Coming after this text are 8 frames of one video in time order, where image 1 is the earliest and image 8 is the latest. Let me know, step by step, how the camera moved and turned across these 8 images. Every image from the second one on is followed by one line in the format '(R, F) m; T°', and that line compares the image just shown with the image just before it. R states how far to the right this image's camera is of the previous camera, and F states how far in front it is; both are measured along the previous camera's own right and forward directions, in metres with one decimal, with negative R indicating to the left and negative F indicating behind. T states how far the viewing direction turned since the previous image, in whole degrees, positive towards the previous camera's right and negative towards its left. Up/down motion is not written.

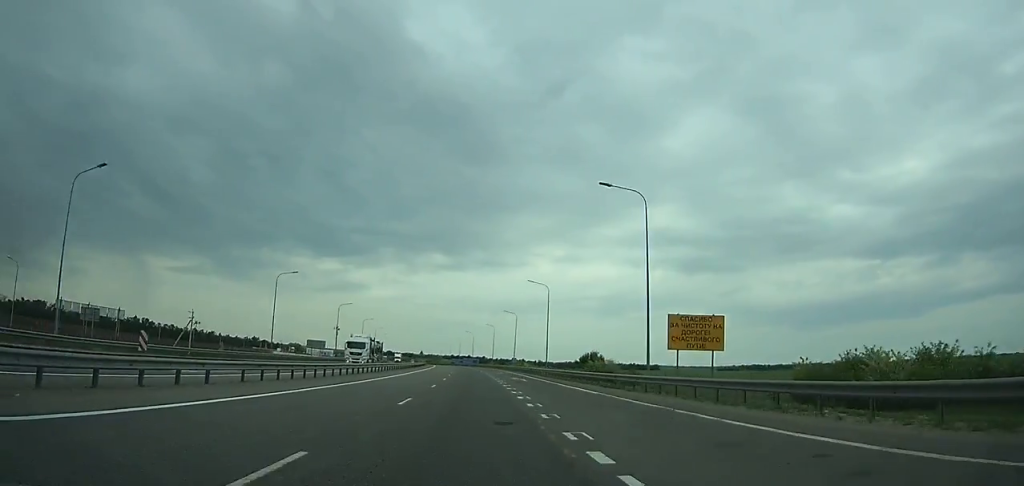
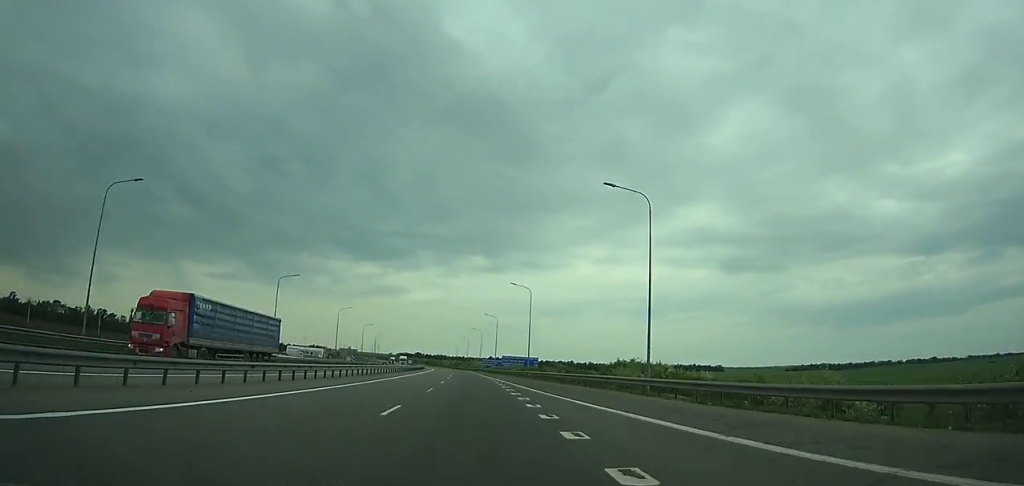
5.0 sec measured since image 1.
(-4.5, +124.0) m; -4°
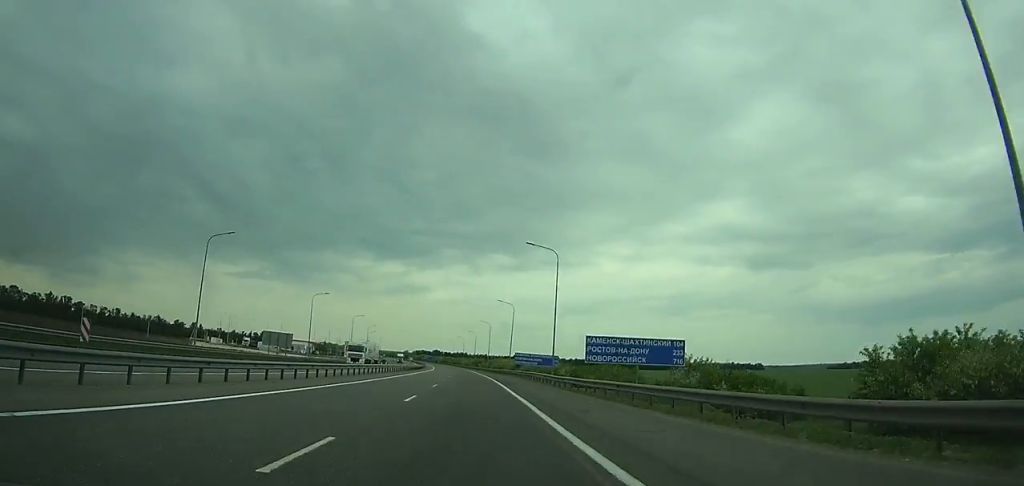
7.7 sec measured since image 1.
(-1.3, +67.3) m; -2°
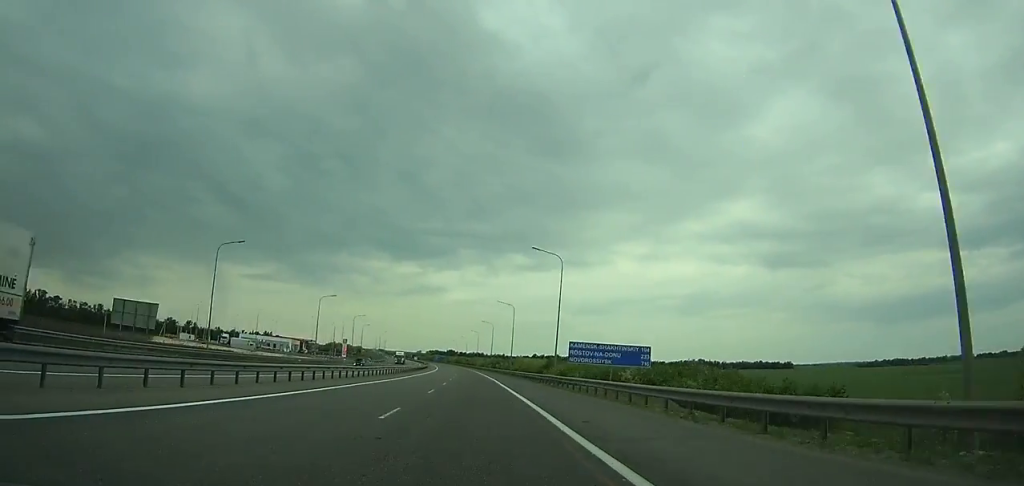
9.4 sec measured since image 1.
(-0.2, +42.5) m; -1°
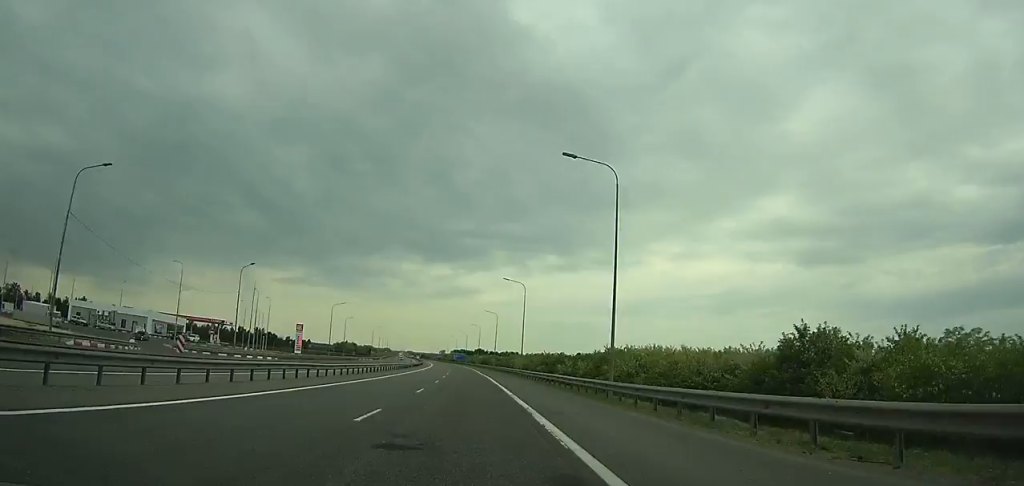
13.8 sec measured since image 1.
(-3.3, +109.8) m; -3°
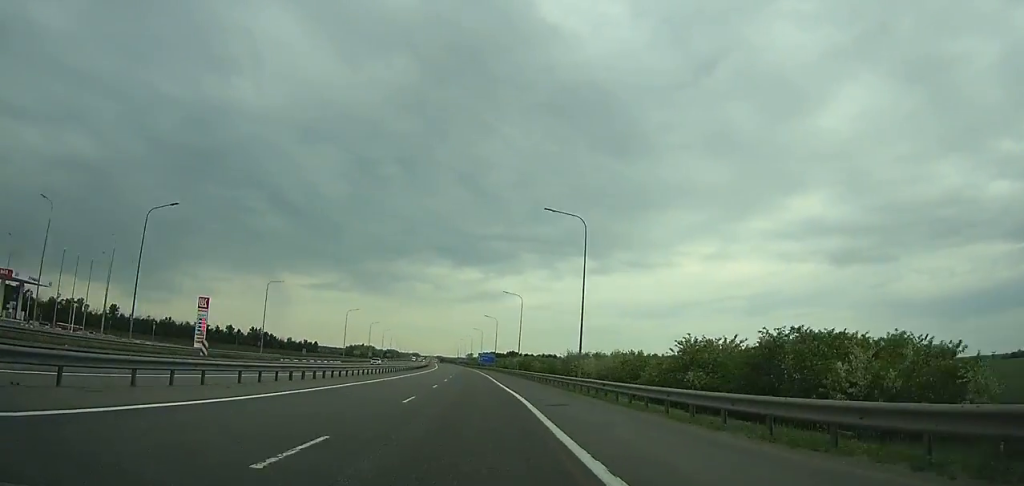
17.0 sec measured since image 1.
(-1.8, +79.1) m; -3°
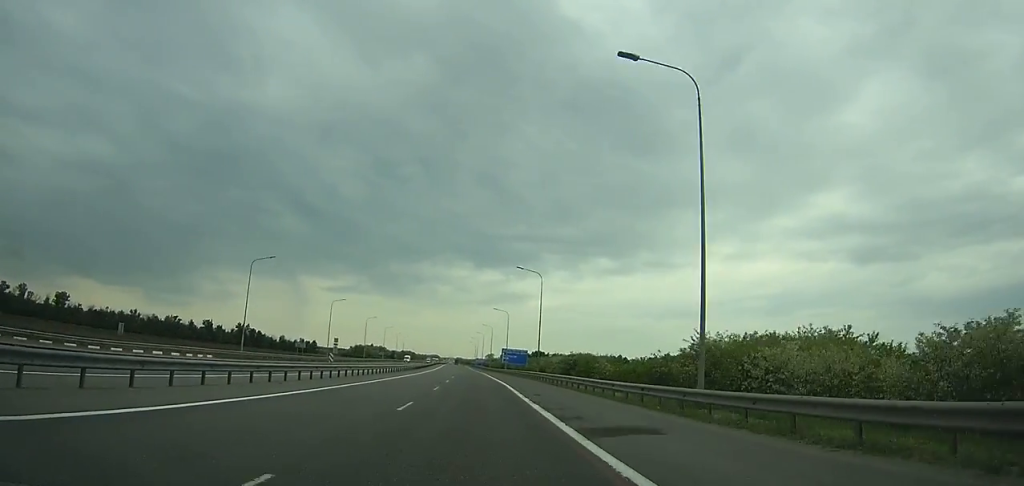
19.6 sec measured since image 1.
(-1.1, +63.3) m; -2°
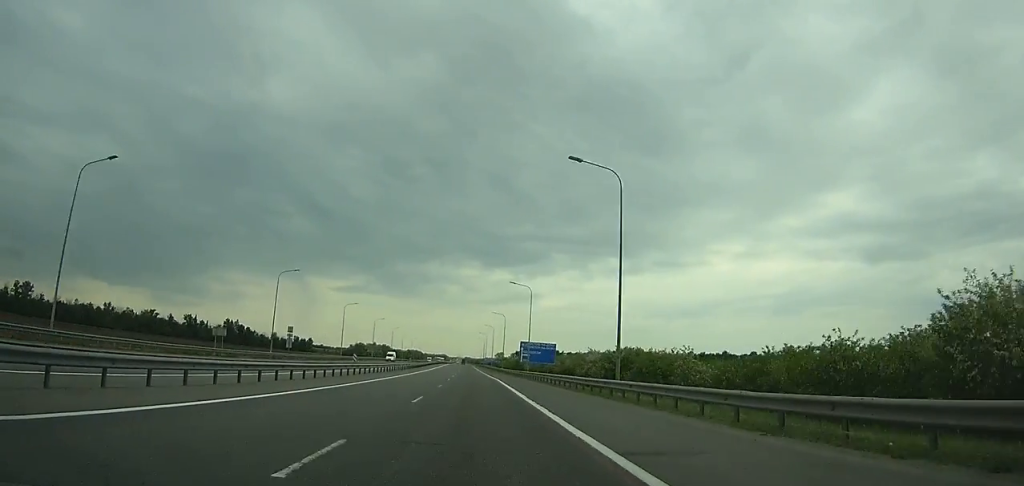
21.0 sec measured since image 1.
(0.0, +33.8) m; -1°
